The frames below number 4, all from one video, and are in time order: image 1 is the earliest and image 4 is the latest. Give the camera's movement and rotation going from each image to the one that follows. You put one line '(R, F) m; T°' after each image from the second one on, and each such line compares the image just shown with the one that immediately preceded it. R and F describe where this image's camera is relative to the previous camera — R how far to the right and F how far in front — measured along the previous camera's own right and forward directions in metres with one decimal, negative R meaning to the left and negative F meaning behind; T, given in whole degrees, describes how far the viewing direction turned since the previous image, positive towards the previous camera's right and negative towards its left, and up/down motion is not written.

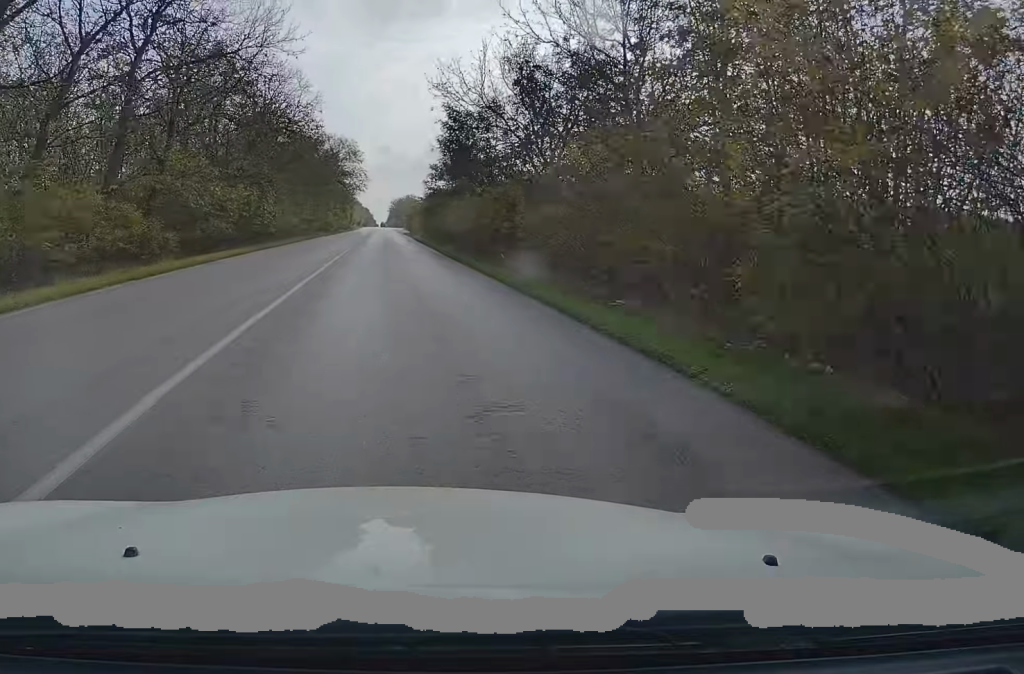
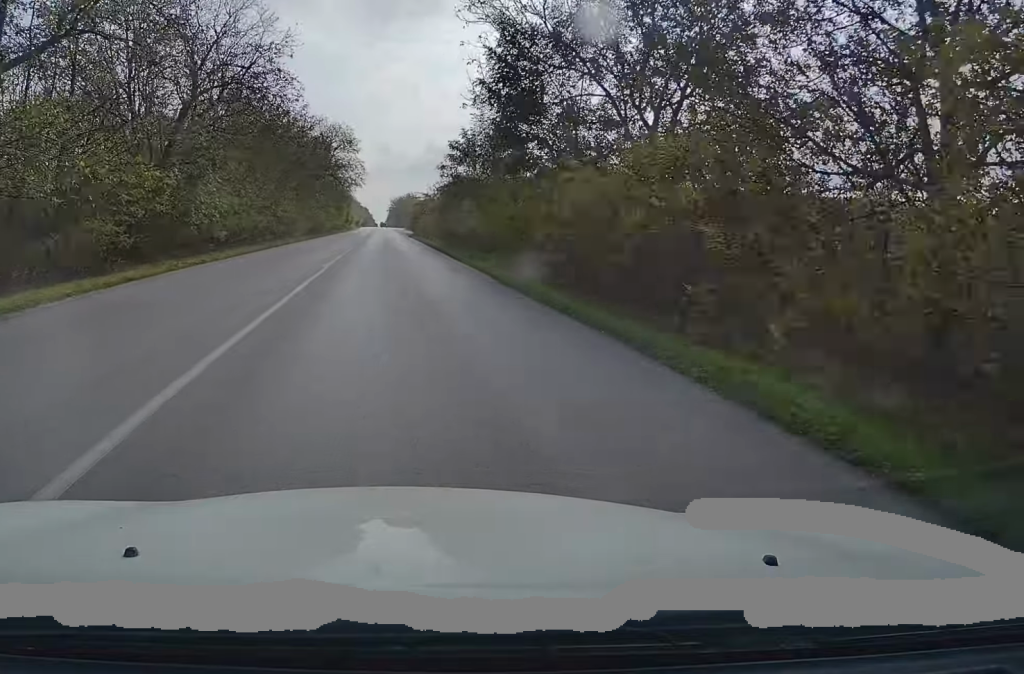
(+0.1, +15.2) m; 0°
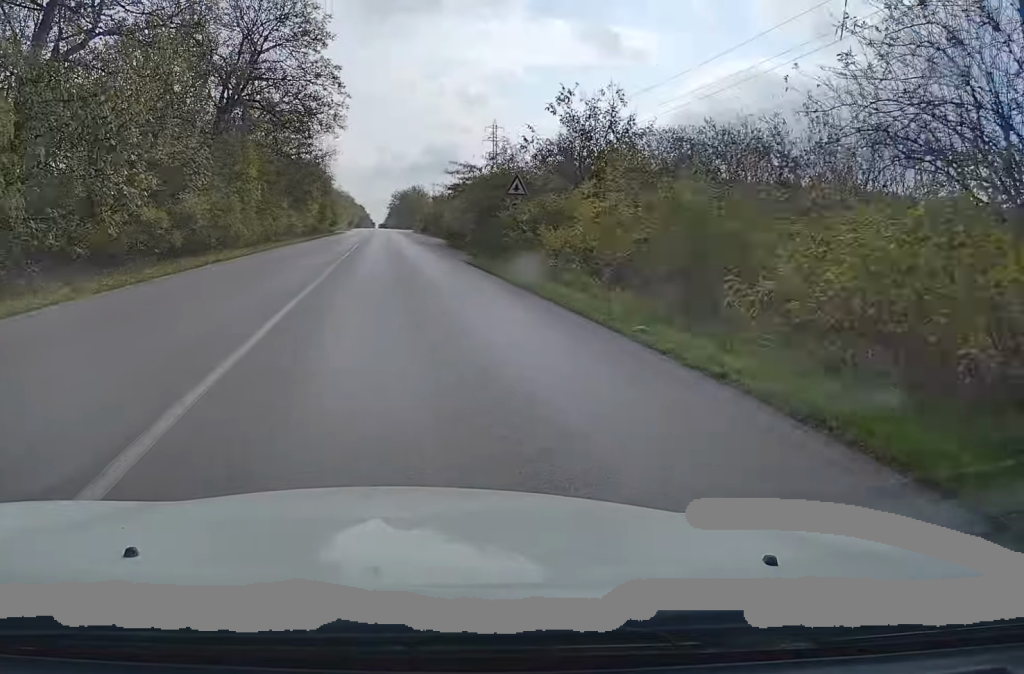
(-0.3, +57.4) m; 0°
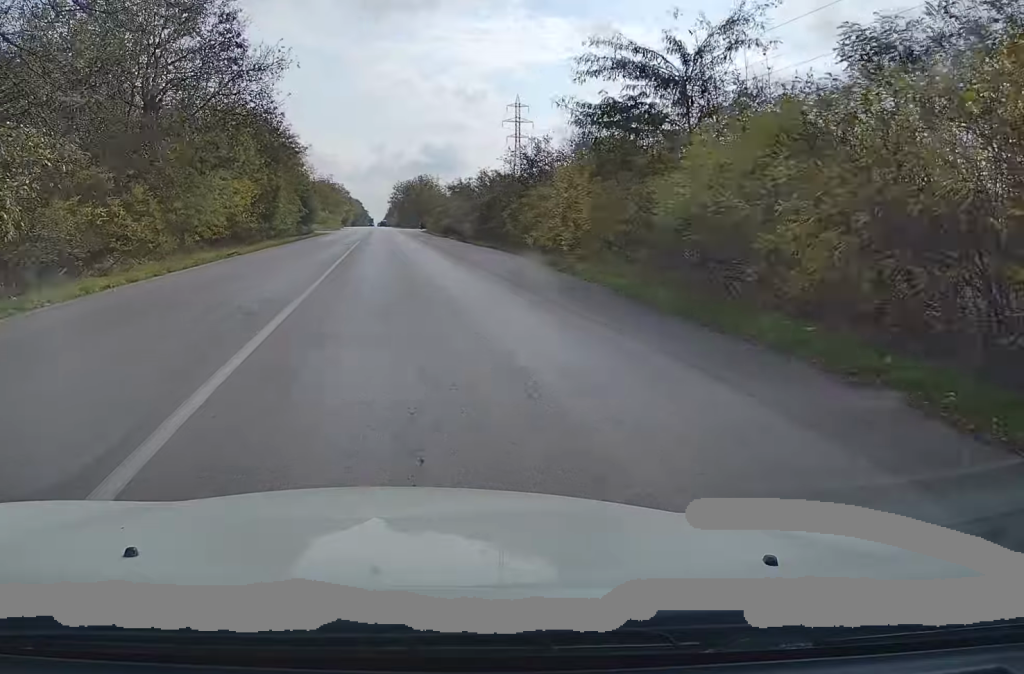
(+0.5, +39.4) m; 0°
